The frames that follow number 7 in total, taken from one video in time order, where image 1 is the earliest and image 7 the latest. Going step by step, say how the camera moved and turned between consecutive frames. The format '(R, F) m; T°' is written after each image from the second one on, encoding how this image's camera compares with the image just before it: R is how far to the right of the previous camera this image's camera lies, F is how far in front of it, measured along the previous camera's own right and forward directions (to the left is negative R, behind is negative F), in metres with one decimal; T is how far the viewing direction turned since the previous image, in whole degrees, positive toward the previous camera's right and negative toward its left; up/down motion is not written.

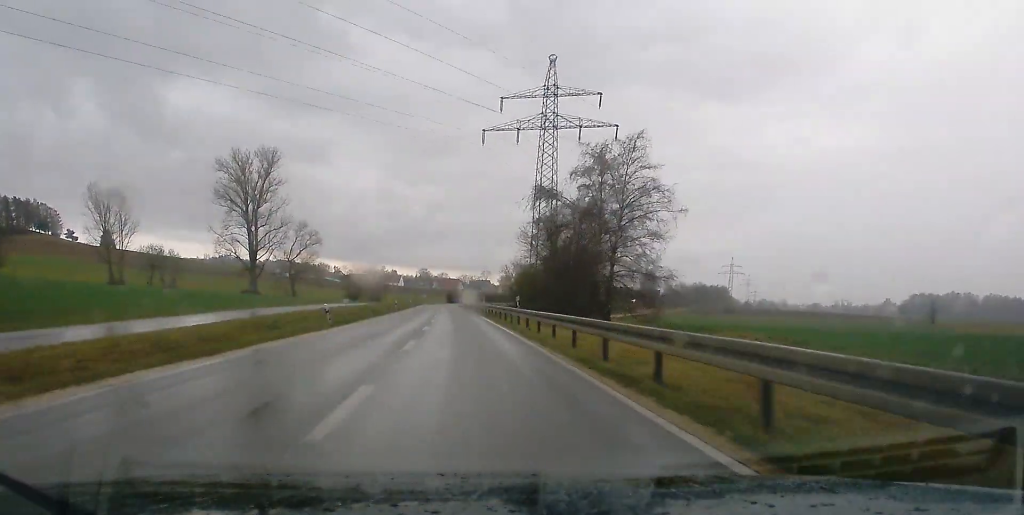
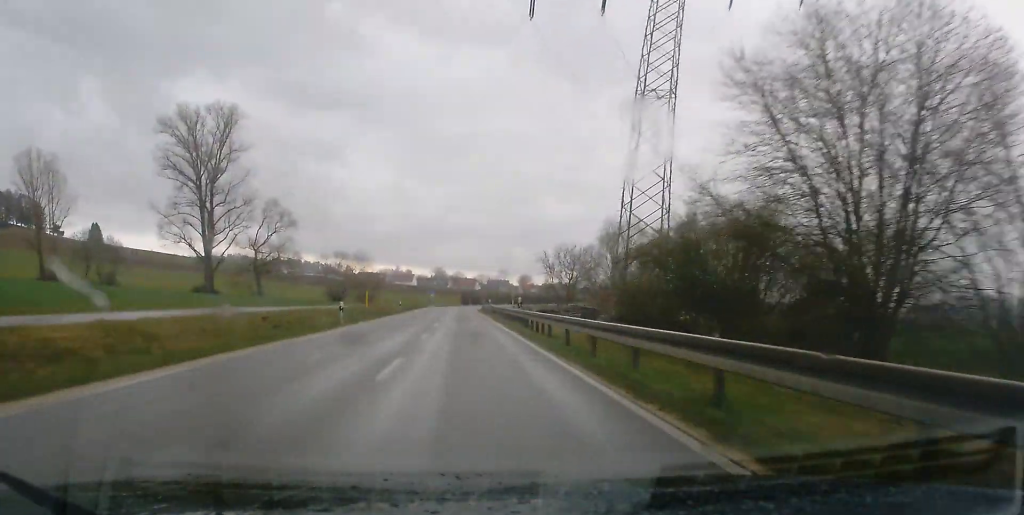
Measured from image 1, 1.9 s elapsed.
(-0.4, +42.5) m; -1°
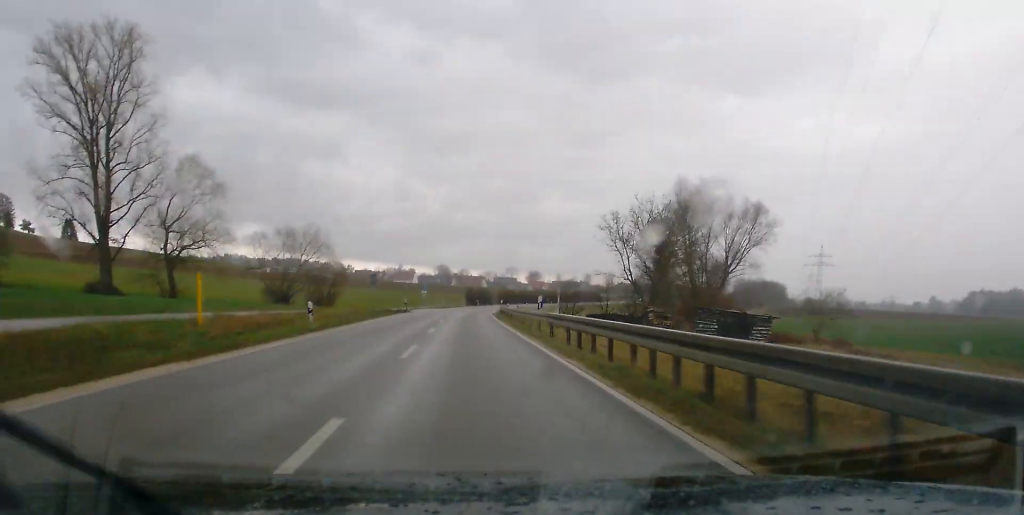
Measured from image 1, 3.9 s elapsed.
(-0.3, +43.9) m; 0°
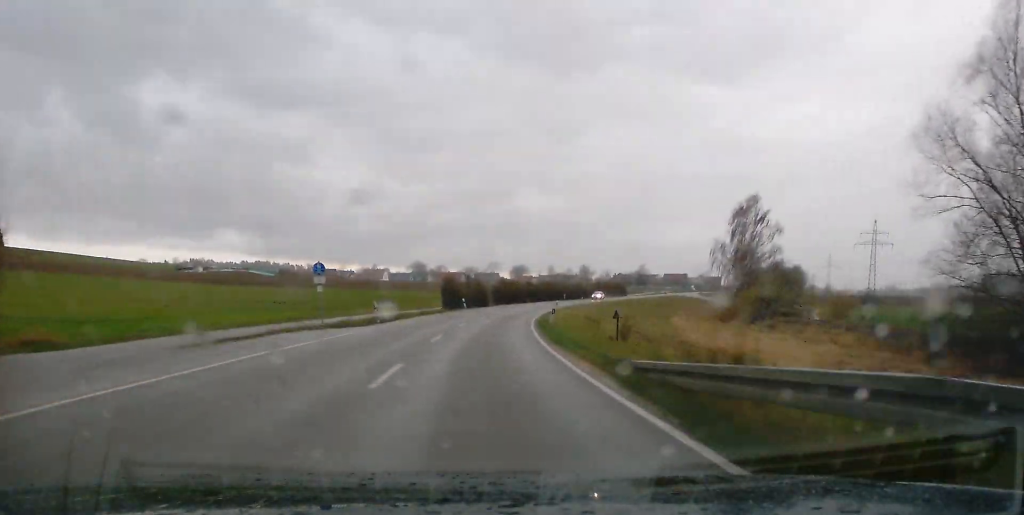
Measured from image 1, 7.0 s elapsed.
(+0.7, +64.2) m; +4°
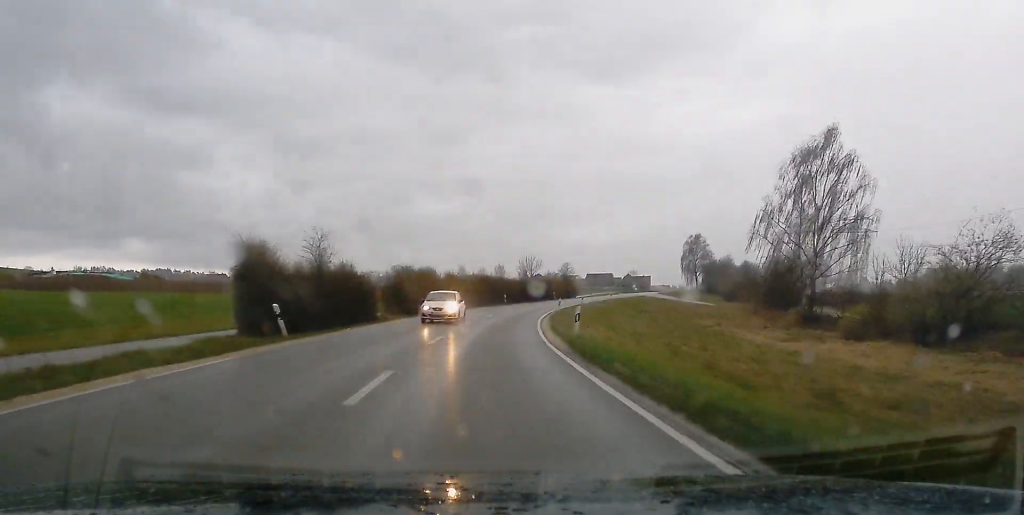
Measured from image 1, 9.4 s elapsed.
(+2.3, +49.1) m; +6°
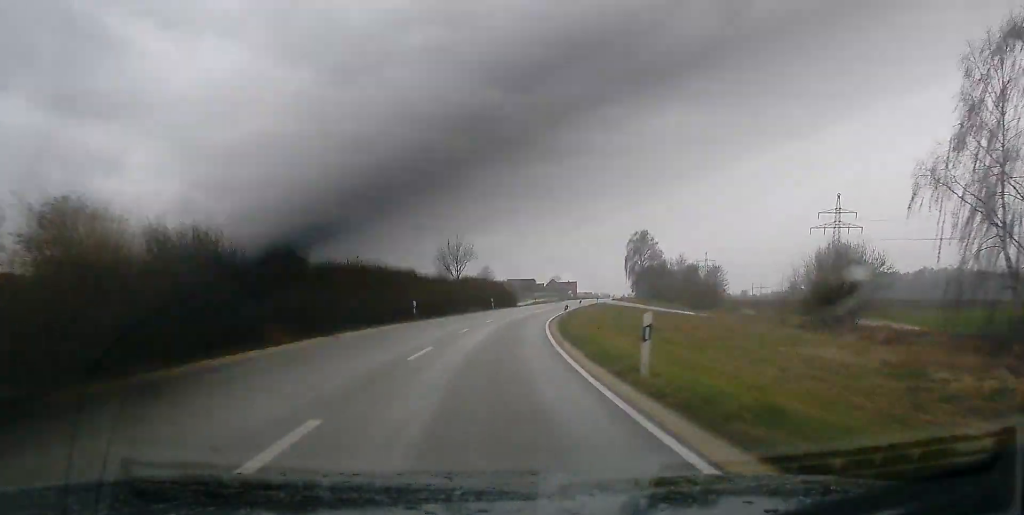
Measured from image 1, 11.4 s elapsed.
(+2.4, +39.5) m; +7°
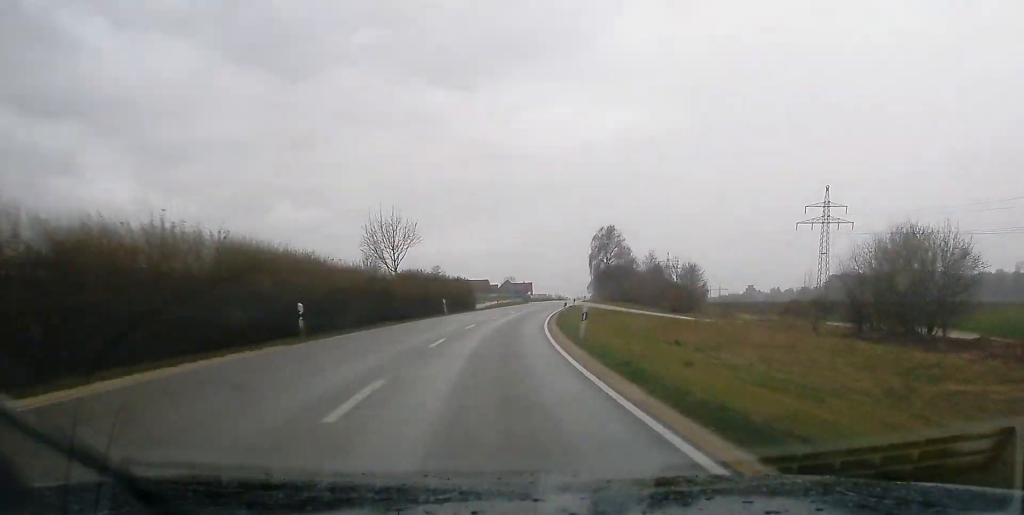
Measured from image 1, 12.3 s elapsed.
(+0.4, +19.1) m; +3°
